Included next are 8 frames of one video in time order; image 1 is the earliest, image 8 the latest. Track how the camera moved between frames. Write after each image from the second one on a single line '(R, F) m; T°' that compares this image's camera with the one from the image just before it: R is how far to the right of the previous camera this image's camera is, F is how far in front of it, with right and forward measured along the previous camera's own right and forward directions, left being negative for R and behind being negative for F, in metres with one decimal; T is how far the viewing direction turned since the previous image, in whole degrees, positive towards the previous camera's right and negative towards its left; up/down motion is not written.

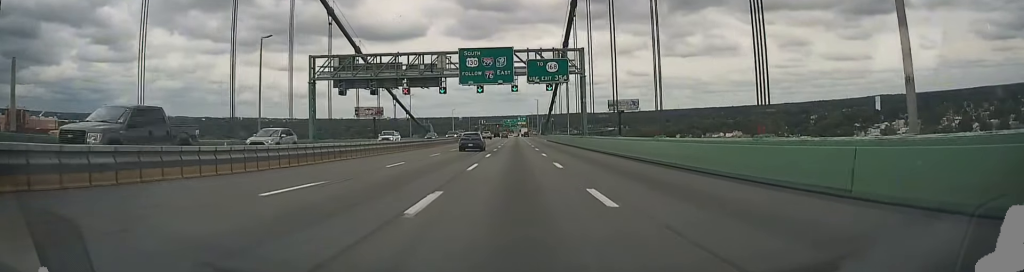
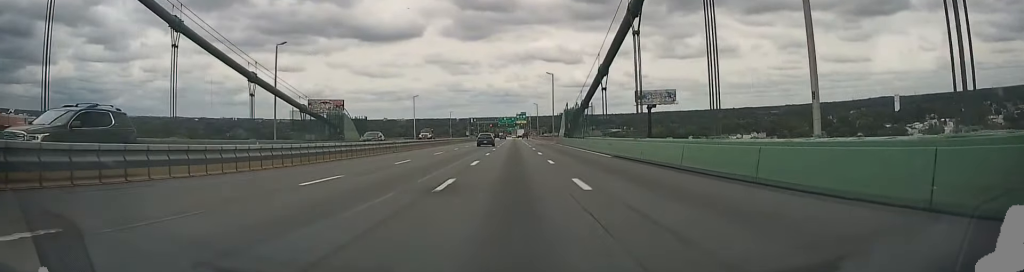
(+0.2, +70.2) m; 0°
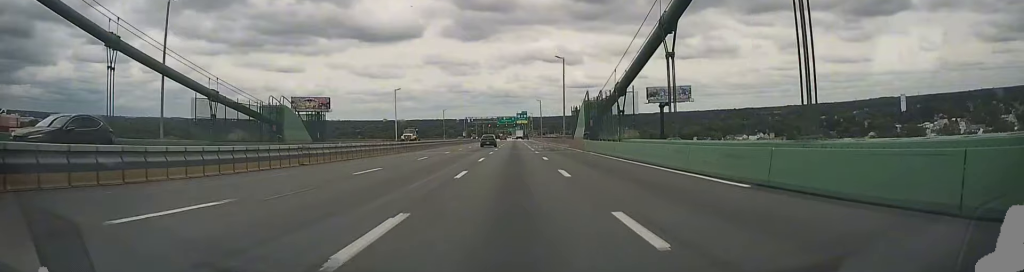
(0.0, +19.2) m; 0°
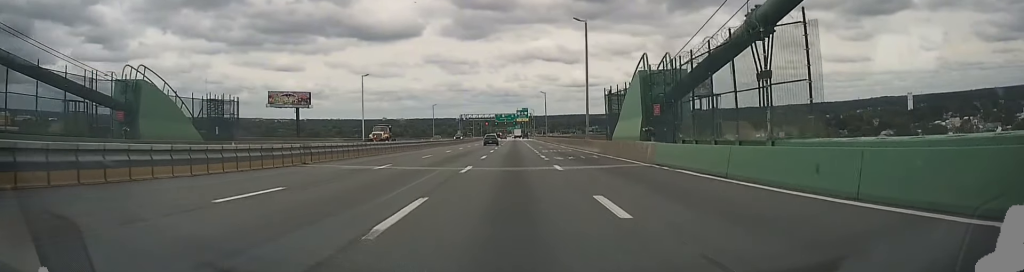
(+0.1, +22.2) m; 0°
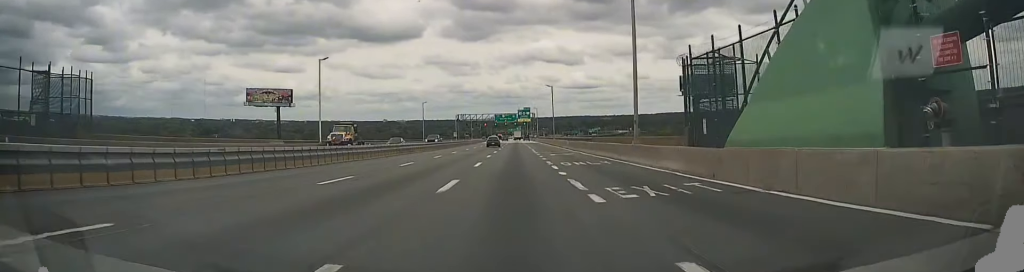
(0.0, +18.8) m; 0°
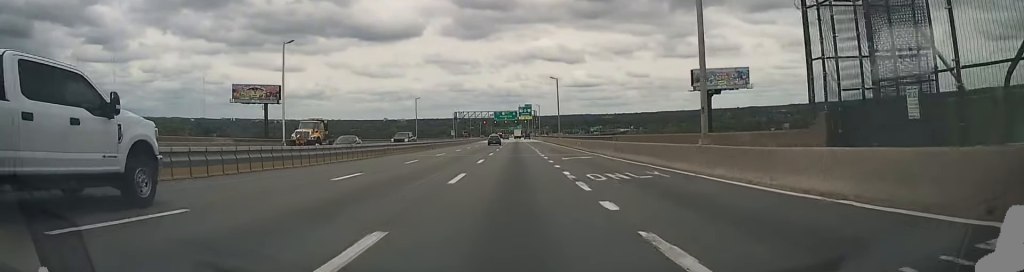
(0.0, +10.3) m; 0°
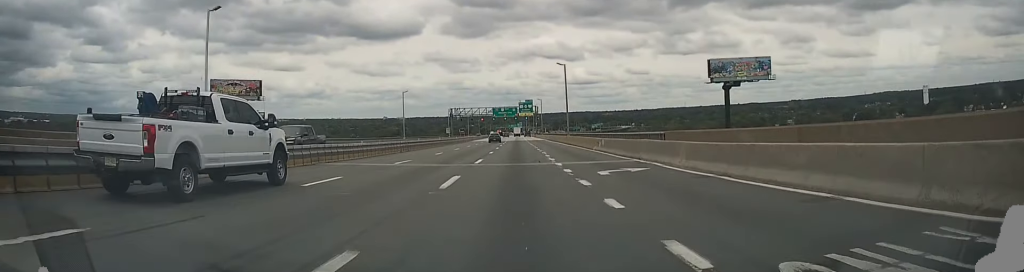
(0.0, +13.6) m; 0°
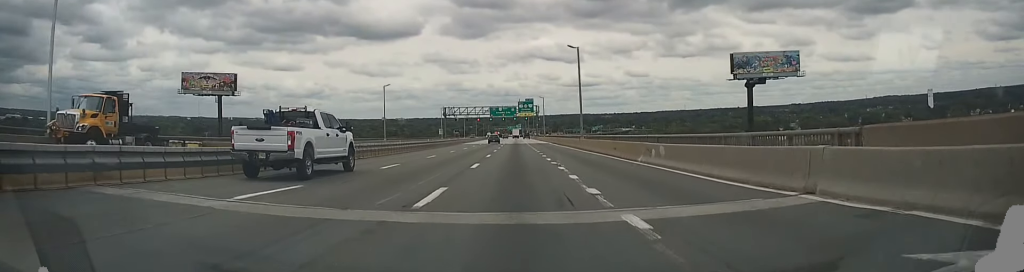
(-0.1, +15.8) m; -1°
